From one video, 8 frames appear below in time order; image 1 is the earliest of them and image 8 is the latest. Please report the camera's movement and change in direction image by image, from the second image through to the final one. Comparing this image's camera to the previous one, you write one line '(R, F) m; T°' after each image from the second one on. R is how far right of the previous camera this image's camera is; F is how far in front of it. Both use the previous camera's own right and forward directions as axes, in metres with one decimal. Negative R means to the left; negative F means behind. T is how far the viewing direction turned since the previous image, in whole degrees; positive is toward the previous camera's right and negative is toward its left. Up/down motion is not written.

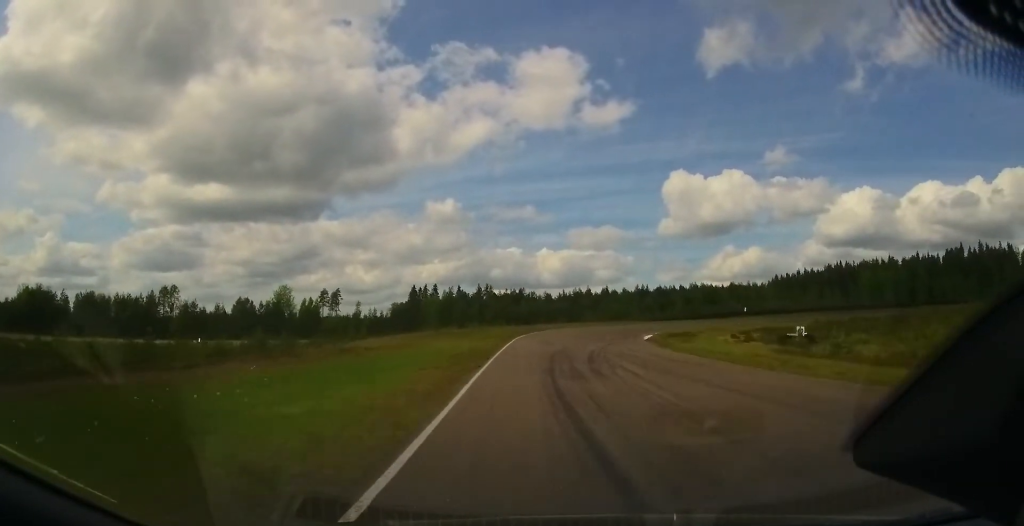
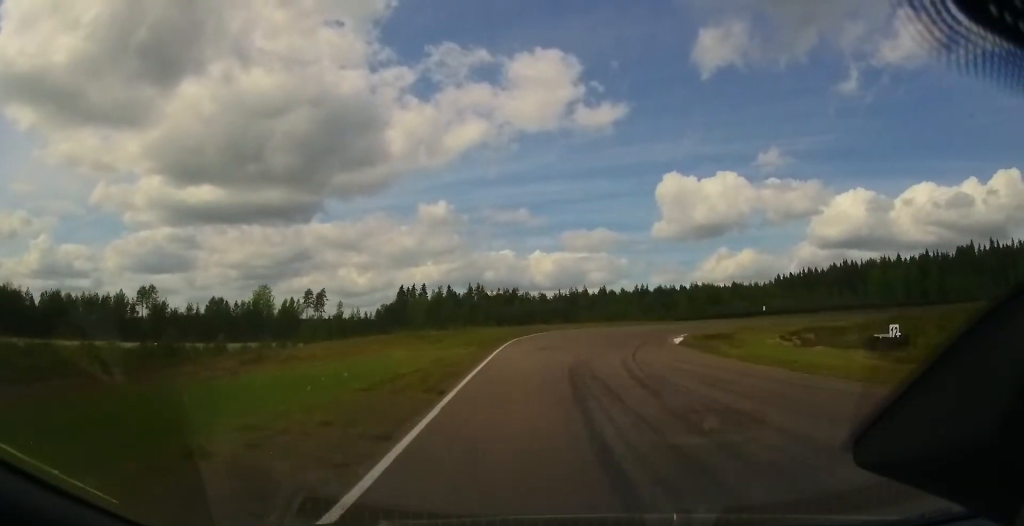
(+1.3, +12.2) m; +7°
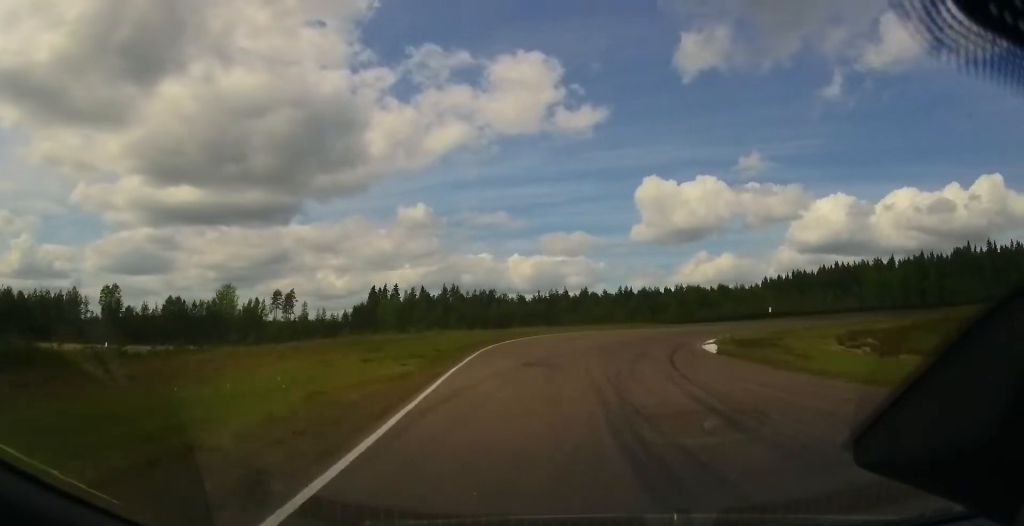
(+1.0, +11.9) m; +4°
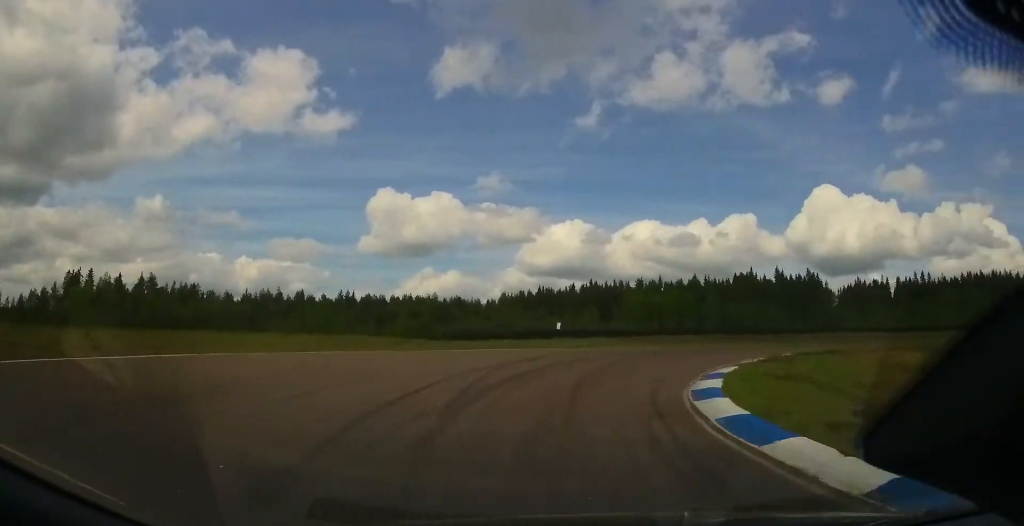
(+1.0, +32.8) m; +15°
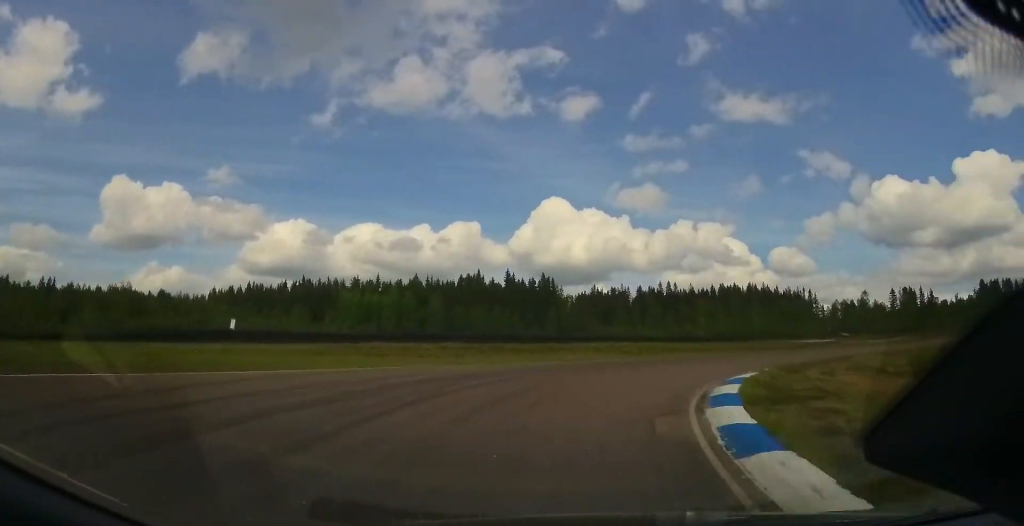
(+4.6, +17.3) m; +35°
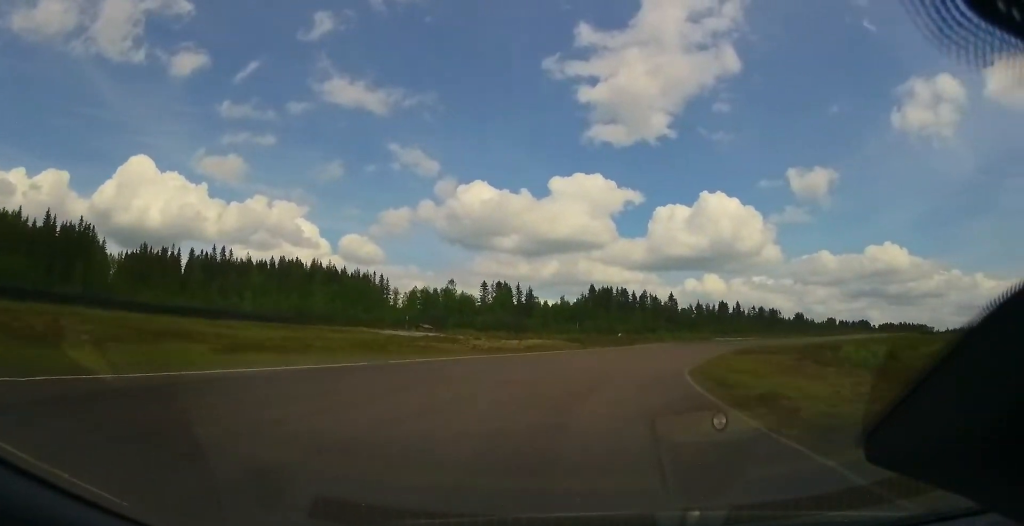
(+16.1, +30.4) m; +46°
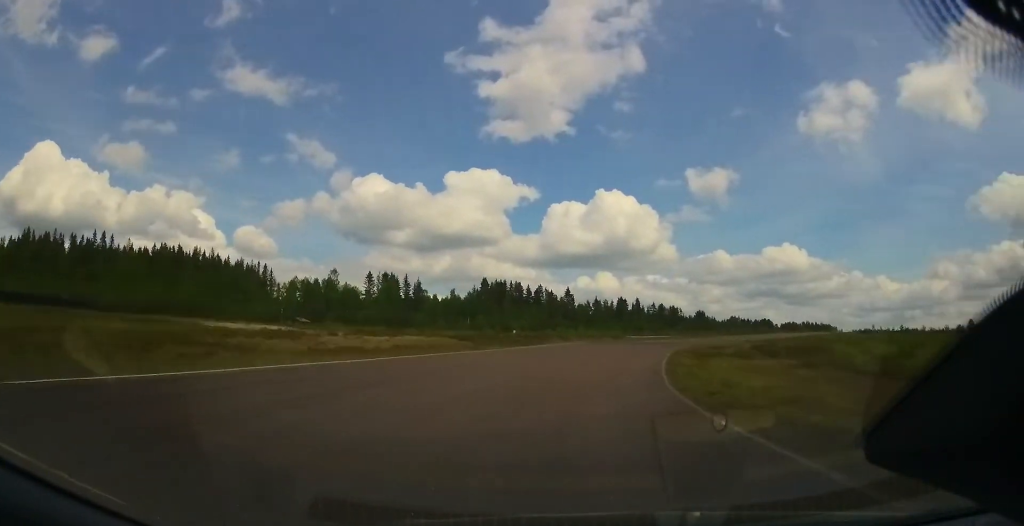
(+1.4, +14.1) m; +9°
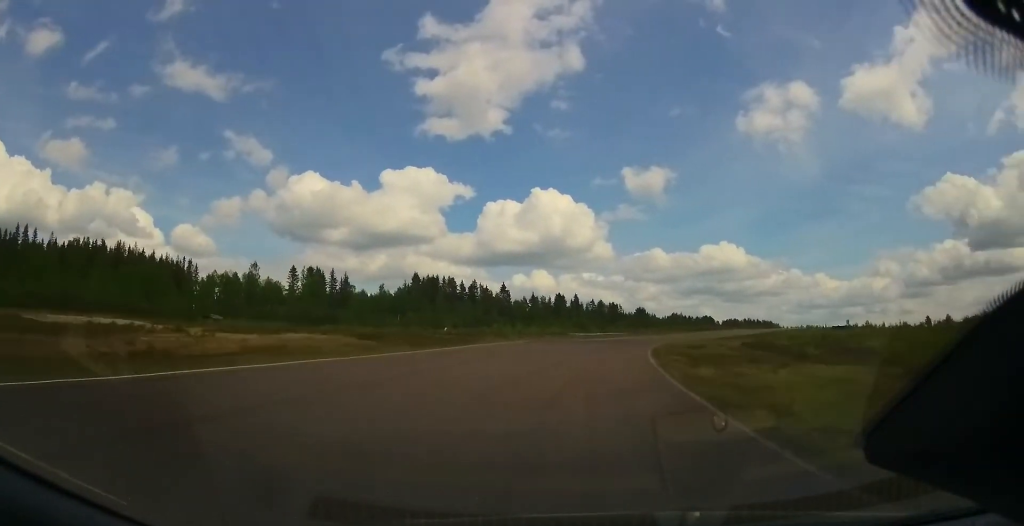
(+0.5, +12.3) m; +5°
